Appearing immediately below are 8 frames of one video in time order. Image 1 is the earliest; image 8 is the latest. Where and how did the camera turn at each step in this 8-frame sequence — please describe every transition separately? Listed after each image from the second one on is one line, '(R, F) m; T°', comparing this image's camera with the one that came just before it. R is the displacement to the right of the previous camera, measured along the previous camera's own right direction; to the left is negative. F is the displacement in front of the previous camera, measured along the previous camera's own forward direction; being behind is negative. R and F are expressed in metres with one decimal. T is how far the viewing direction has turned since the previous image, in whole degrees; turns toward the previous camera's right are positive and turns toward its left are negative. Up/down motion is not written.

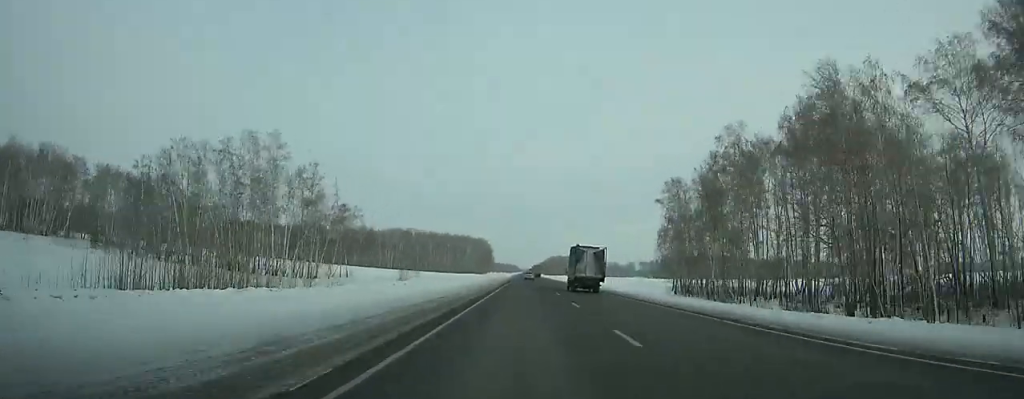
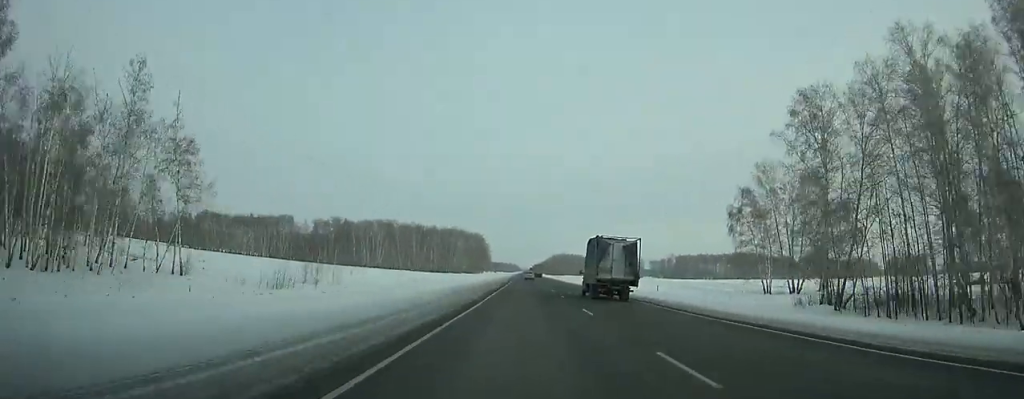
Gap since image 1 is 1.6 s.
(0.0, +52.4) m; 0°
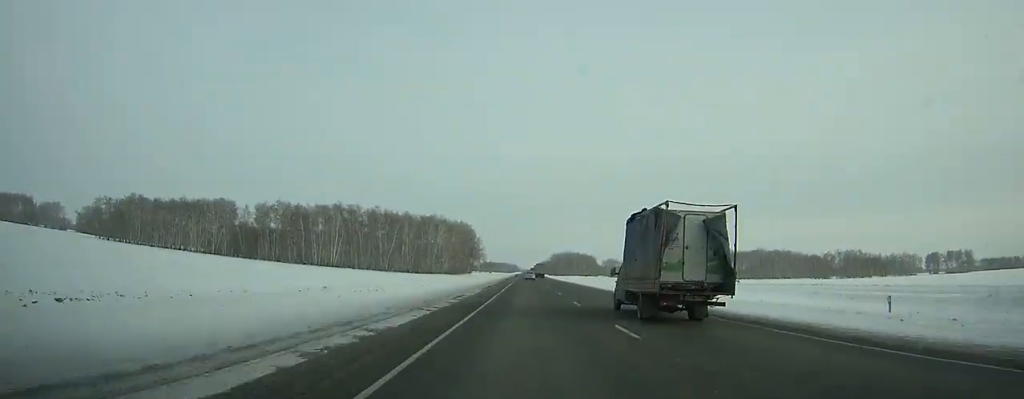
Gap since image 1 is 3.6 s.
(-0.1, +65.6) m; 0°
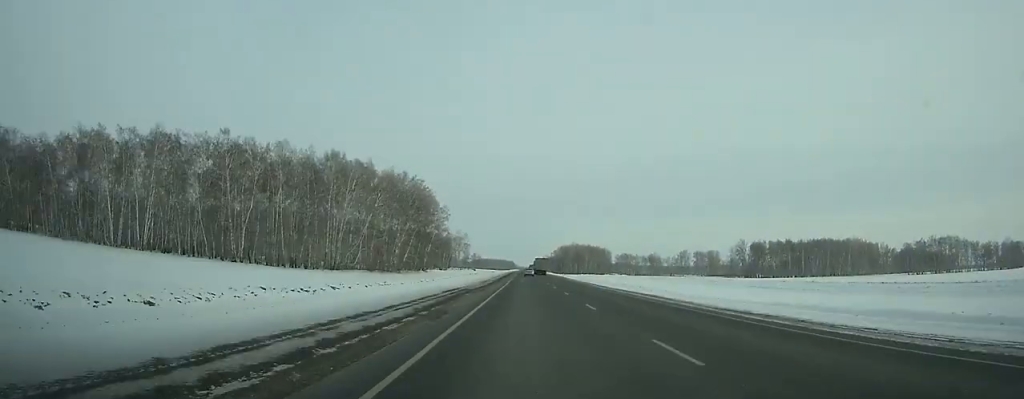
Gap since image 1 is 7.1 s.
(-0.1, +112.9) m; 0°
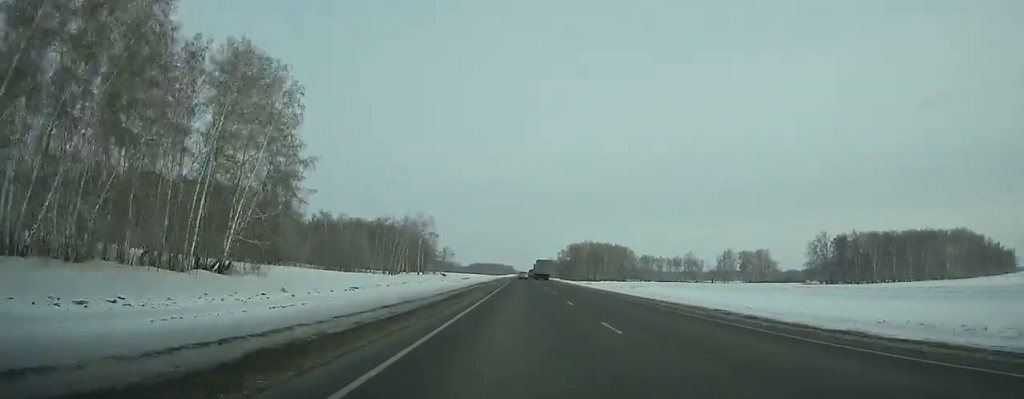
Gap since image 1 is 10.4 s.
(+0.1, +104.2) m; 0°
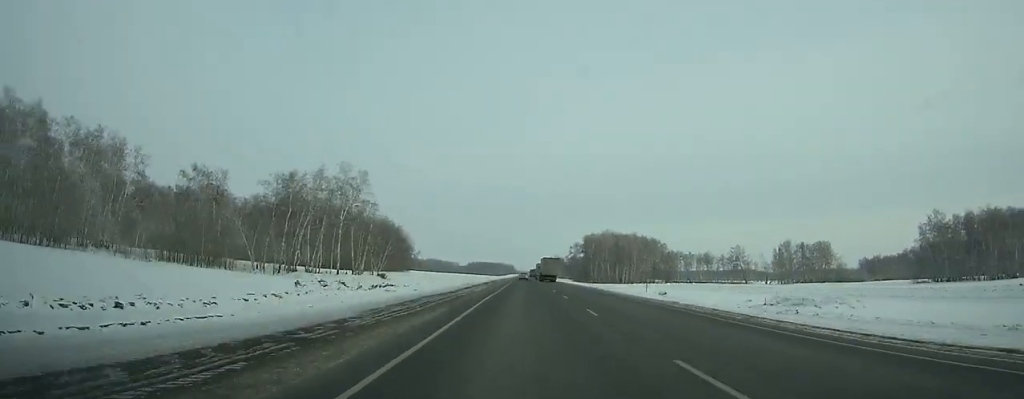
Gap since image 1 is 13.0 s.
(-0.2, +80.8) m; 0°
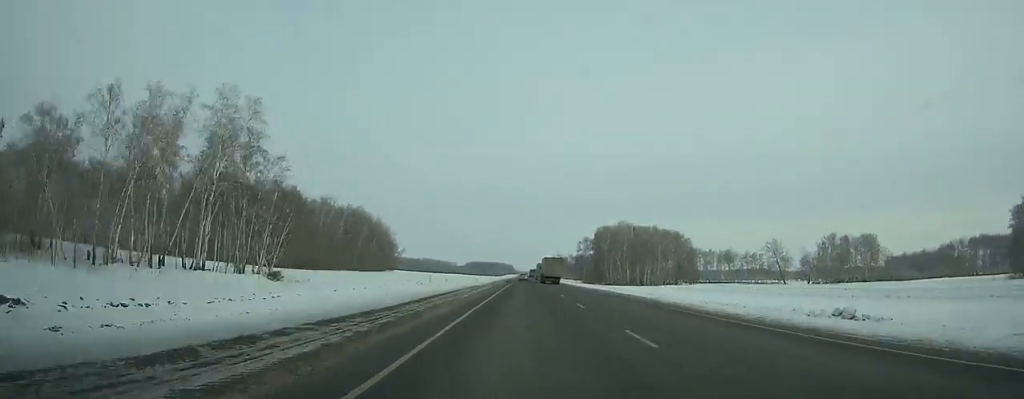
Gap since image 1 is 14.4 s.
(+0.1, +43.0) m; 0°
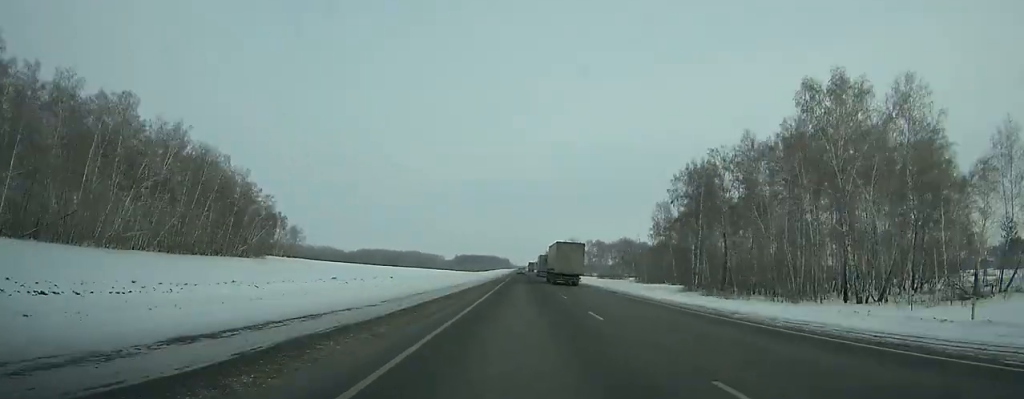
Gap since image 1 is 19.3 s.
(+0.5, +146.7) m; +1°
